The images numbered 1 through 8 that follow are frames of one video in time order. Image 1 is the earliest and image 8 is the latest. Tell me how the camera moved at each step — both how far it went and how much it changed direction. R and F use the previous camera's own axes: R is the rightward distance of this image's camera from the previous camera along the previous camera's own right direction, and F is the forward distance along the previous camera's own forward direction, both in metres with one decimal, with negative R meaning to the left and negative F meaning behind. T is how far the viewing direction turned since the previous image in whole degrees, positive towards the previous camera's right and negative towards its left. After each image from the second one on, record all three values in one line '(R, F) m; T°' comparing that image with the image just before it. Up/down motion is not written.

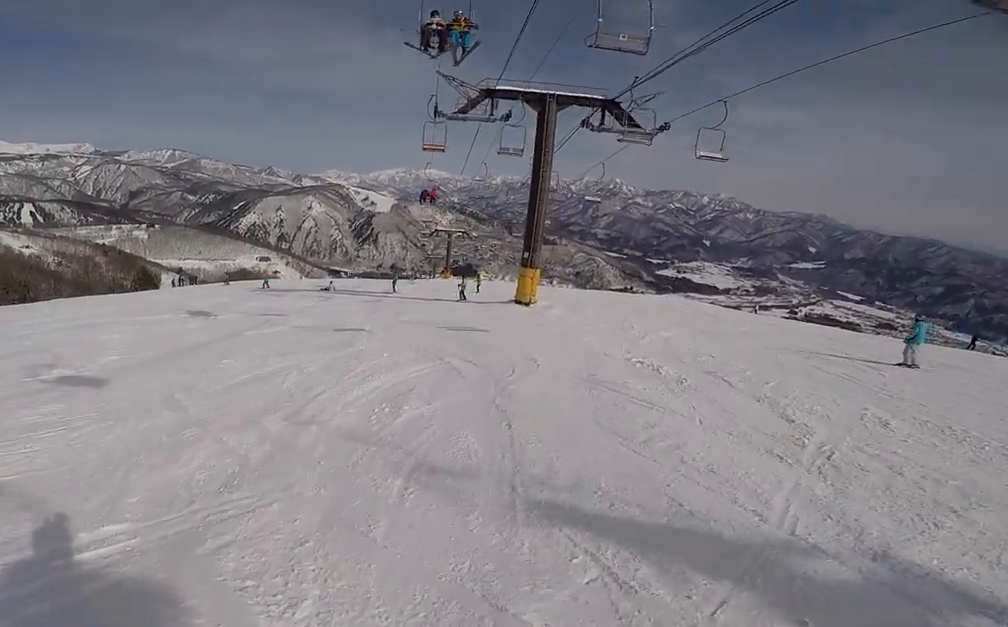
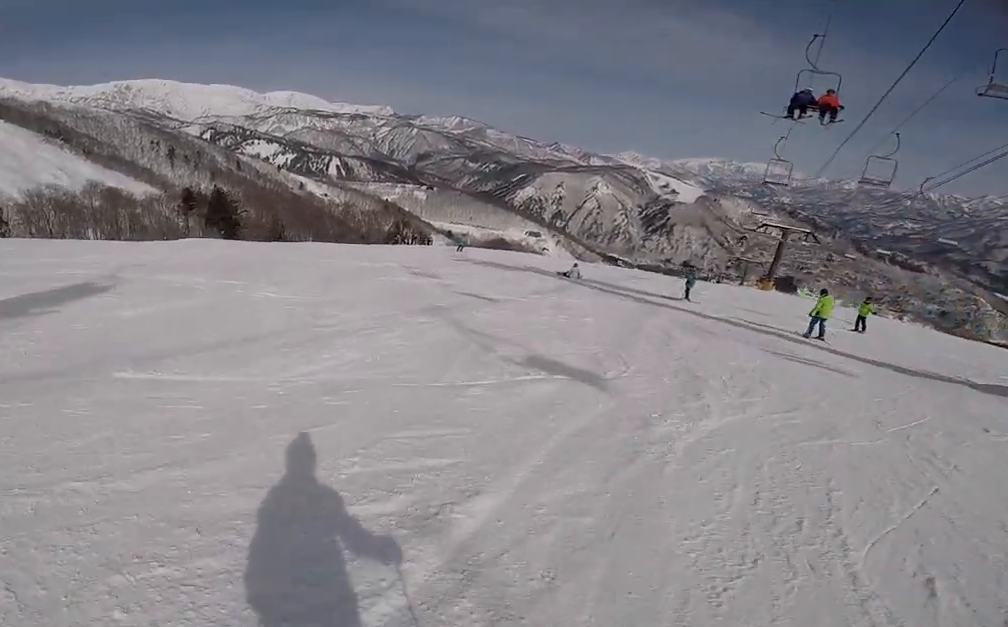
(-4.3, +9.4) m; -13°
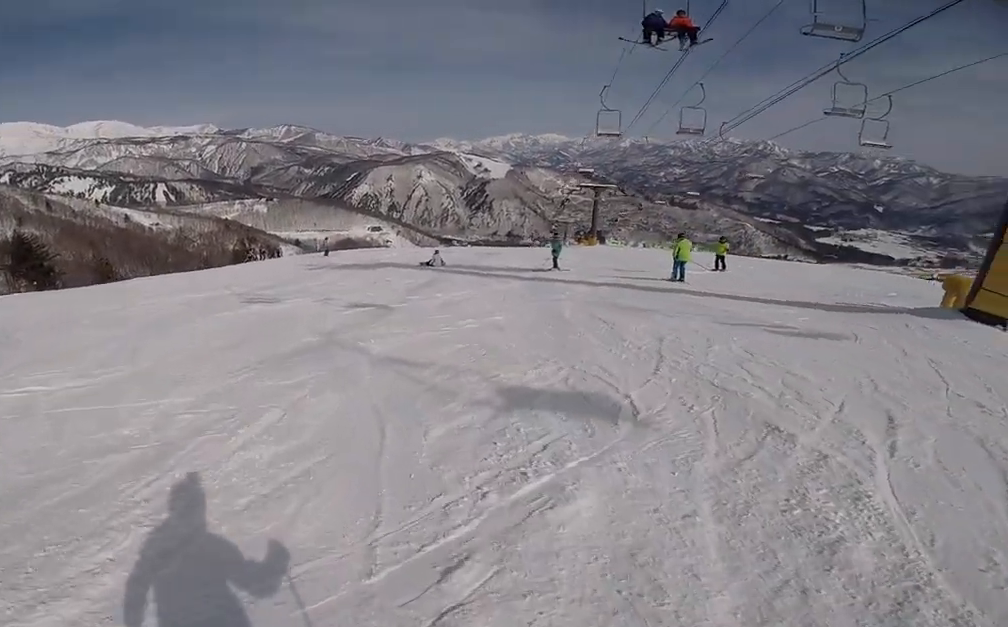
(+0.2, +2.3) m; +16°
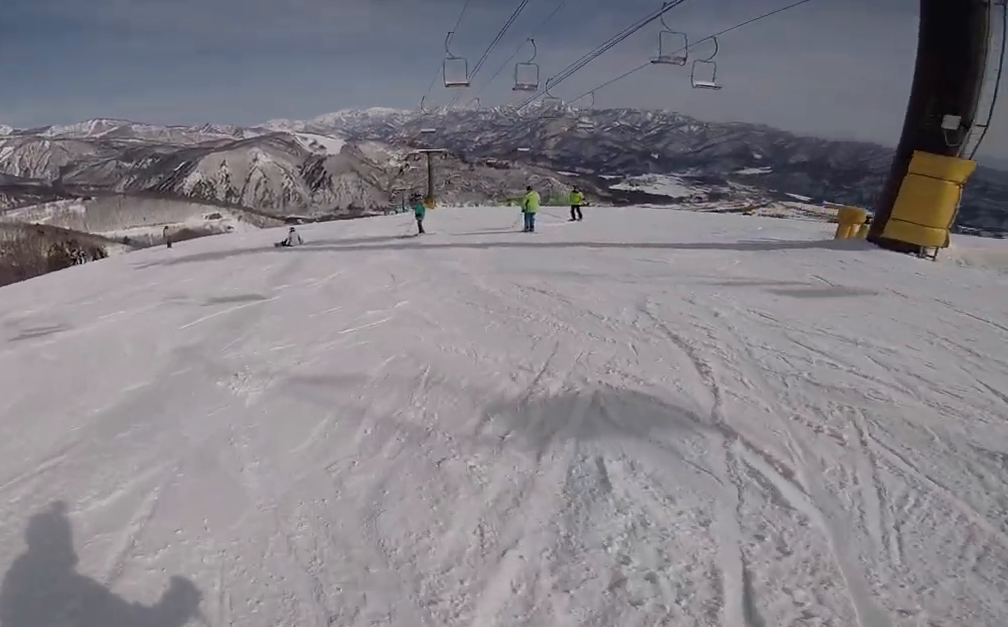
(+0.3, +1.8) m; +4°
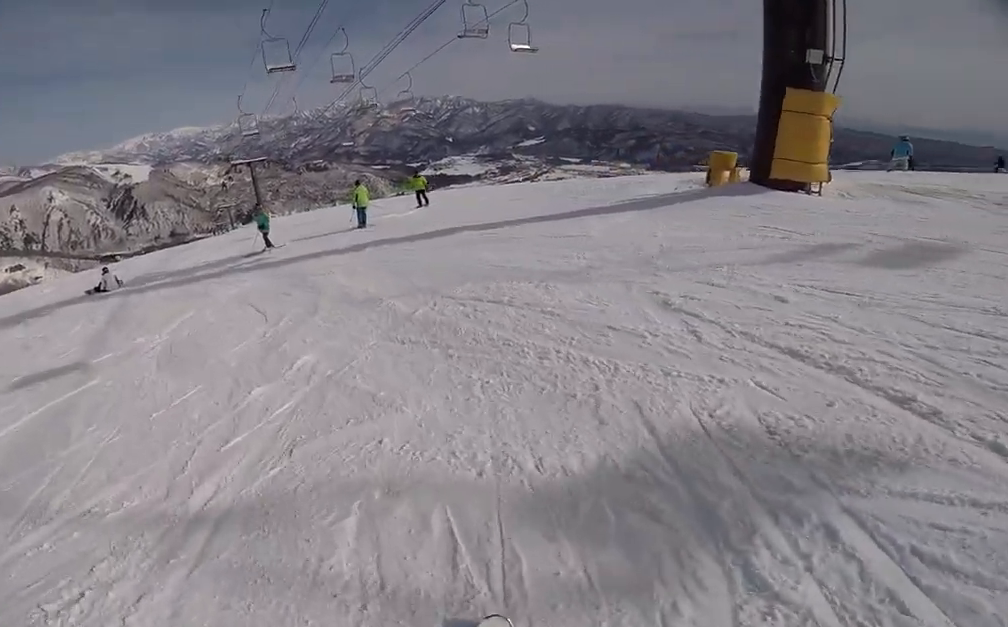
(+0.3, +1.8) m; +3°
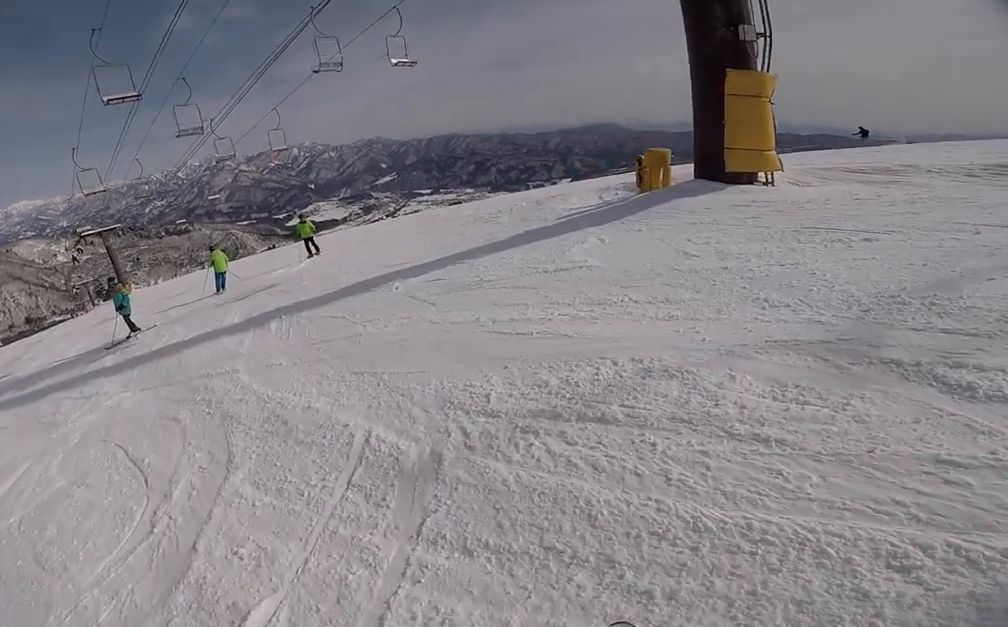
(0.0, +2.2) m; -2°
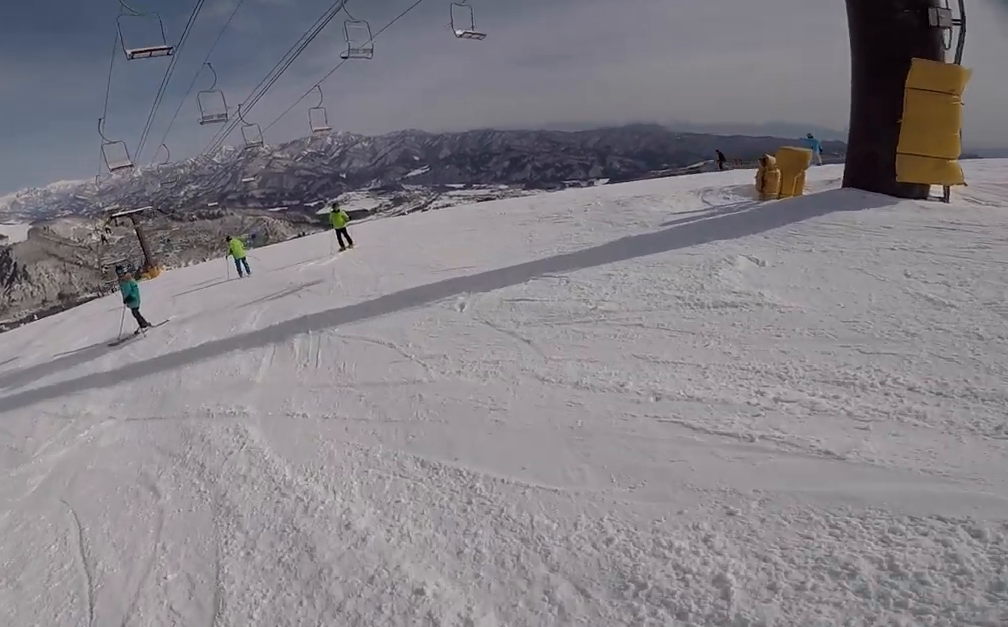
(-0.1, +1.9) m; -5°
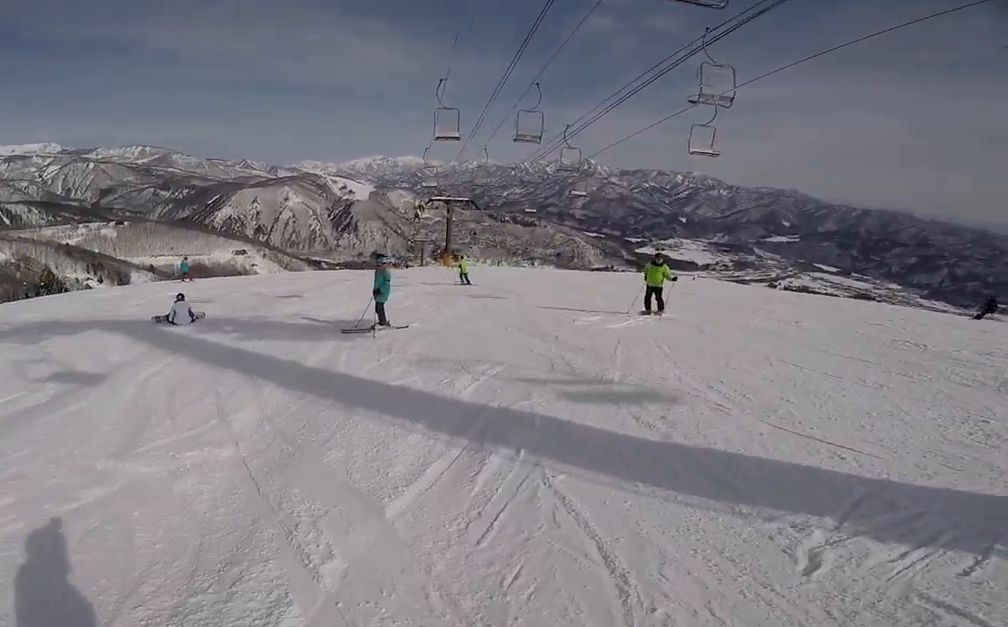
(-0.4, +4.1) m; -12°
